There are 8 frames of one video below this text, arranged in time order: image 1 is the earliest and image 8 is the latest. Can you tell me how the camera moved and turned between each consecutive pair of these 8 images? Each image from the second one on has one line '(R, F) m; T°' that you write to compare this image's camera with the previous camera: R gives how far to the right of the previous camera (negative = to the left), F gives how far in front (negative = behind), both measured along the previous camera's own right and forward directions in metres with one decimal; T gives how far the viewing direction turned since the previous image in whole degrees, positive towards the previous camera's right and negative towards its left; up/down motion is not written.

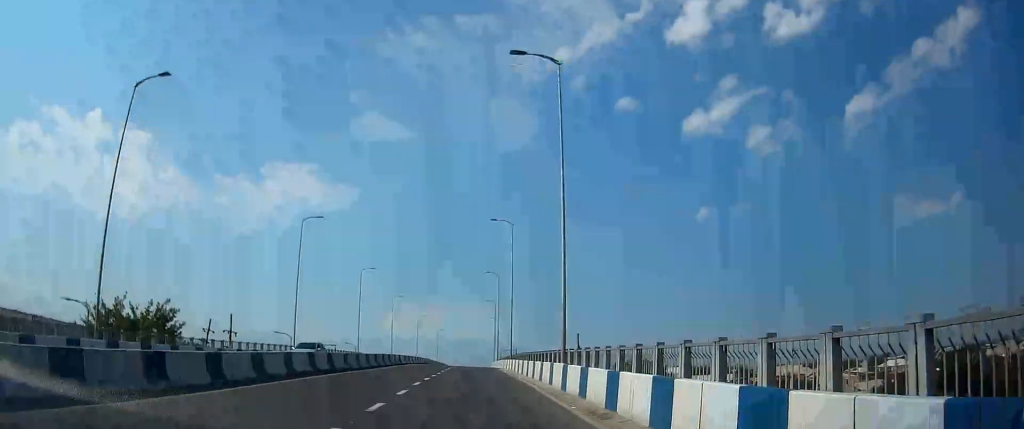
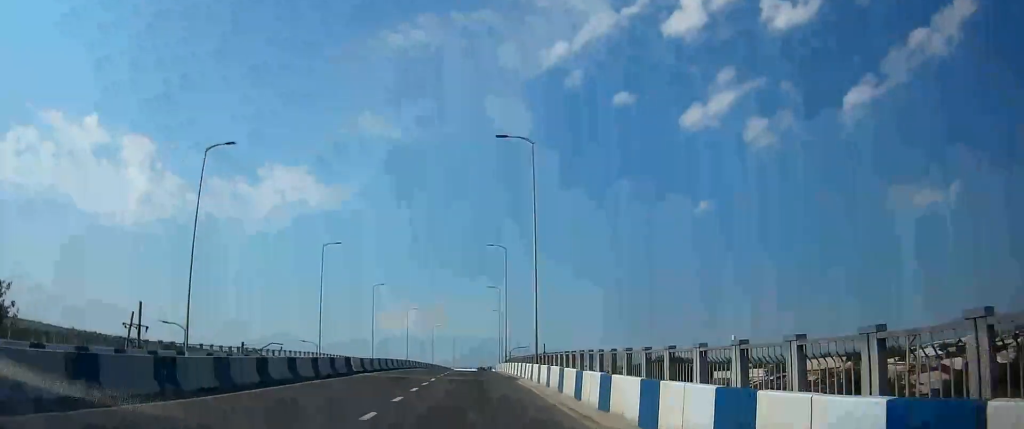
(-0.2, +20.5) m; -1°
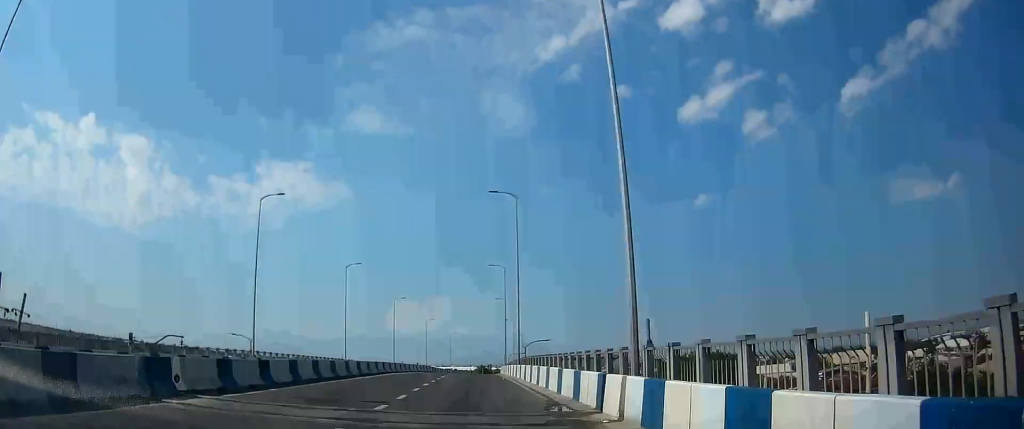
(-0.1, +18.4) m; 0°
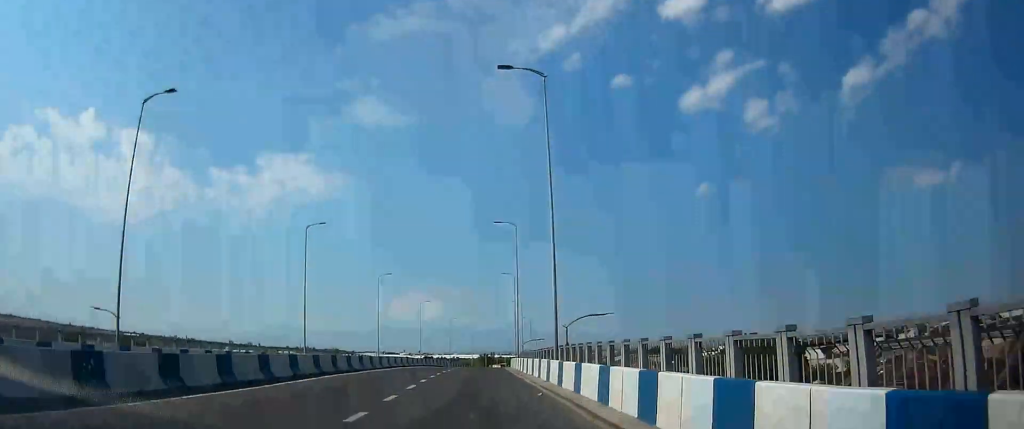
(0.0, +17.8) m; 0°
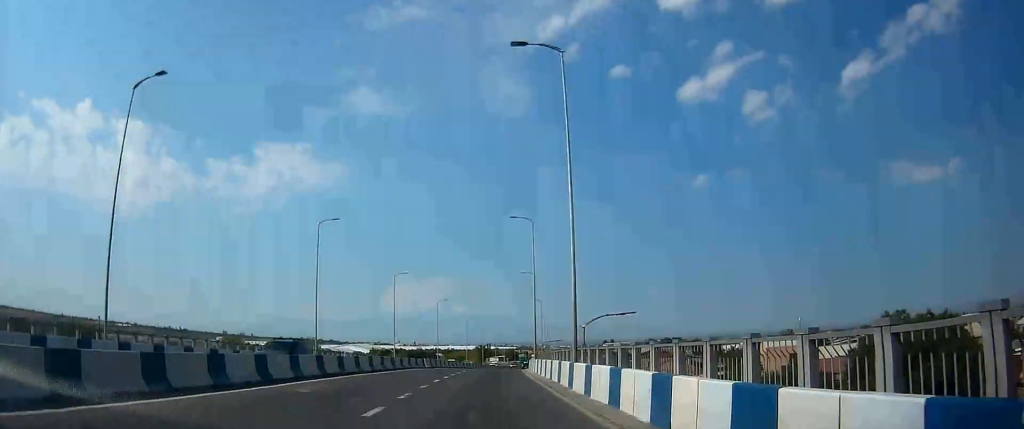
(-0.2, +29.7) m; -1°
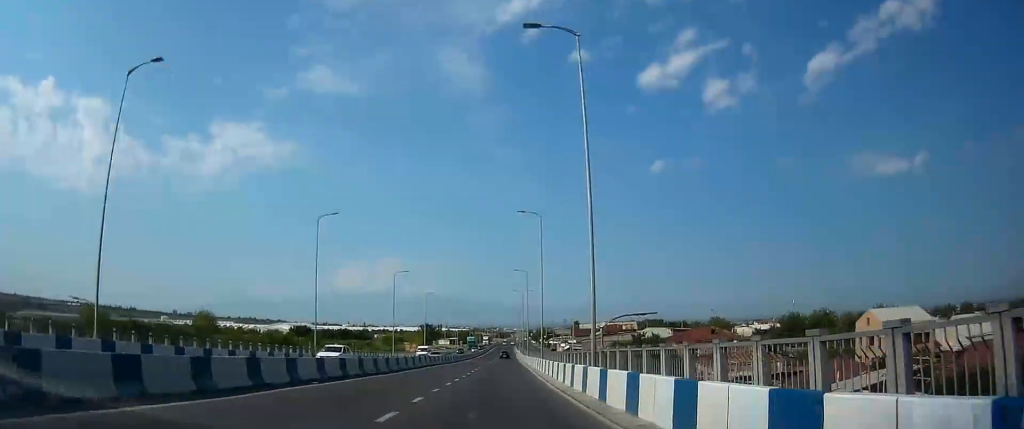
(+0.4, +57.2) m; +3°
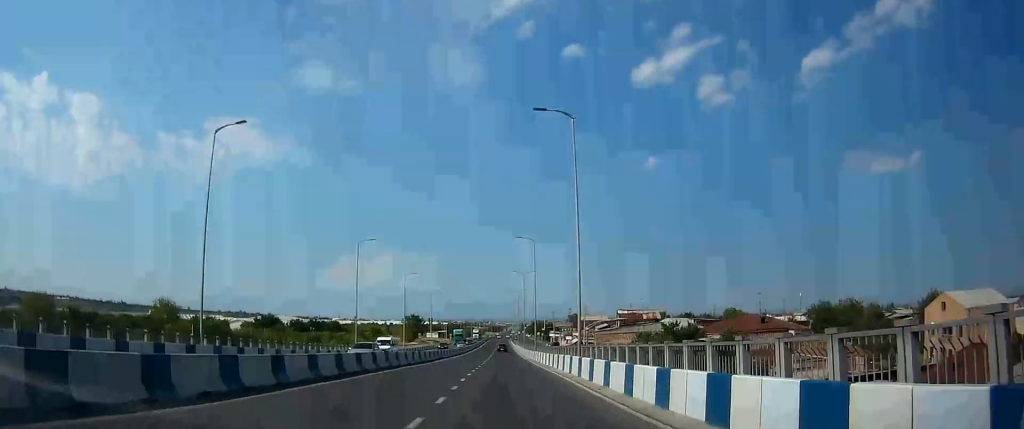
(+0.4, +20.4) m; +1°
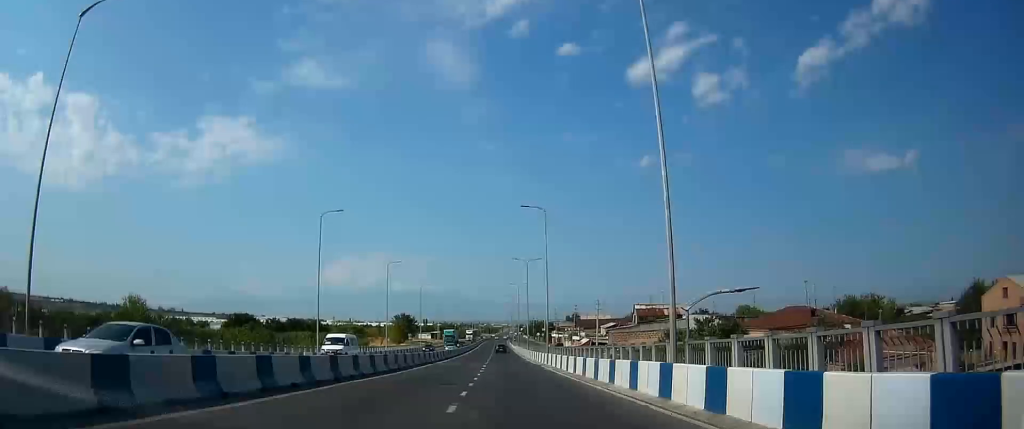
(+0.3, +13.5) m; 0°
